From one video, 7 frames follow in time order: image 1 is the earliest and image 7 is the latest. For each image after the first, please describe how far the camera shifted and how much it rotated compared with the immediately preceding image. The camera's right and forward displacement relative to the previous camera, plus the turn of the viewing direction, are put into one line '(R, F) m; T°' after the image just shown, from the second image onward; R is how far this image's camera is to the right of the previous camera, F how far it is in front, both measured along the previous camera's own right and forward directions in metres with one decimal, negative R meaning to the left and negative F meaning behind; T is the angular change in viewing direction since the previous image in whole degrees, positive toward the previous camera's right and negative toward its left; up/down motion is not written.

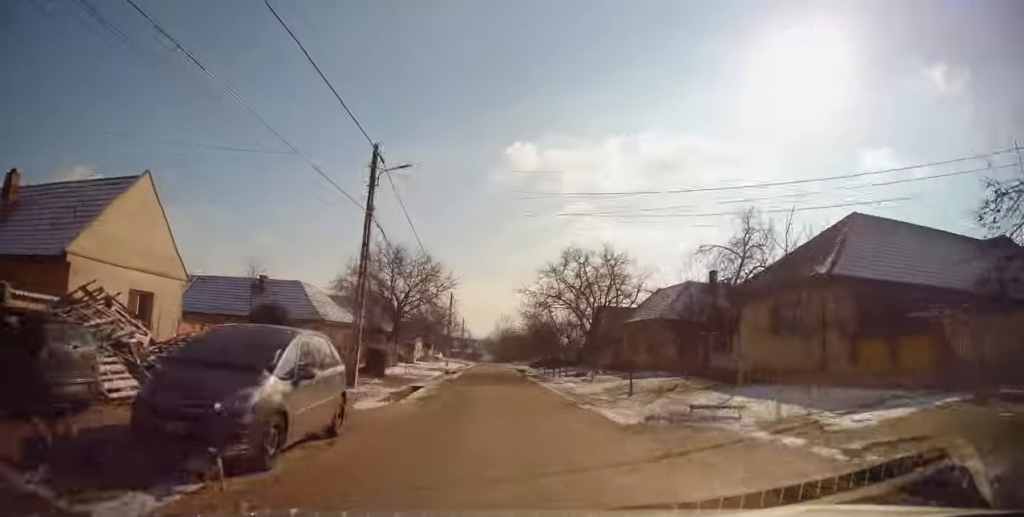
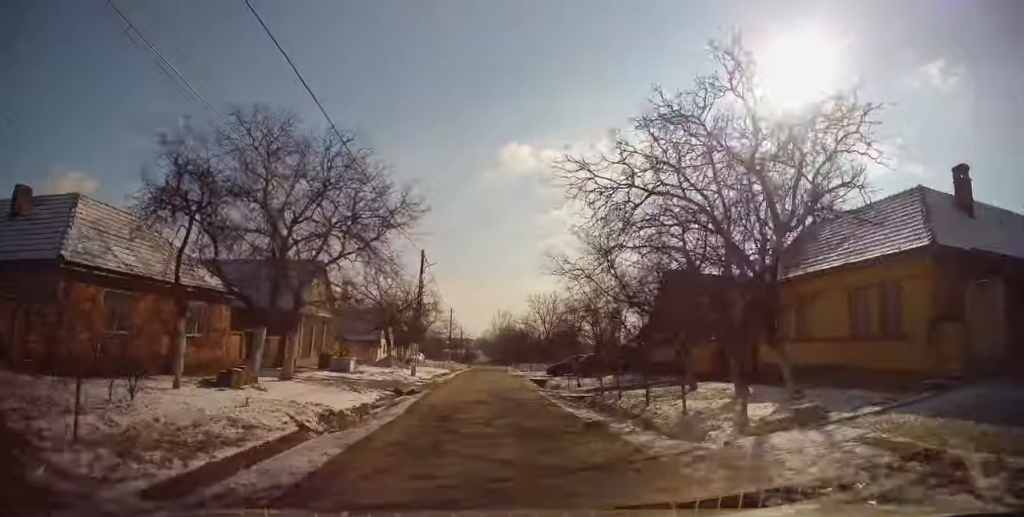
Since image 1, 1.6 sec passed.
(+0.1, +24.1) m; +1°
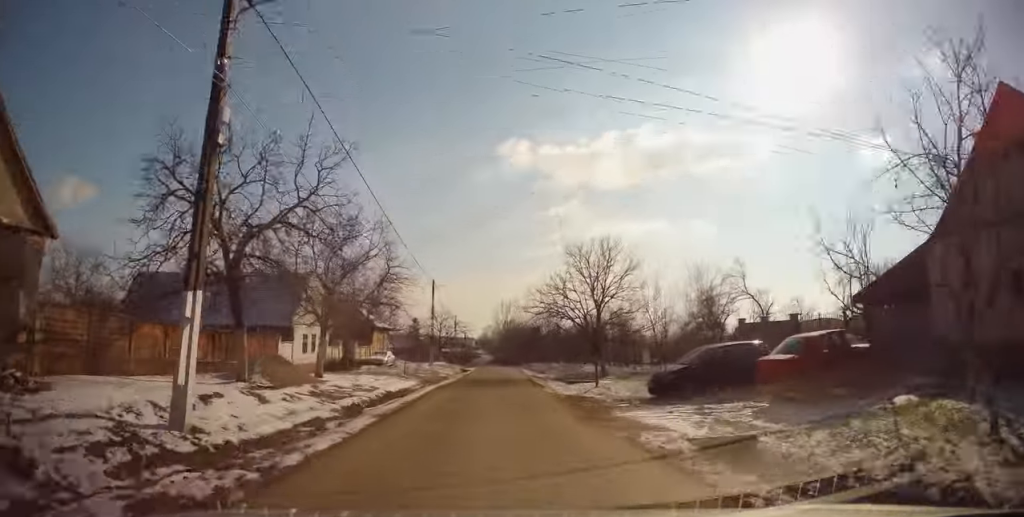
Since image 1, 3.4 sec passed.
(0.0, +26.9) m; 0°
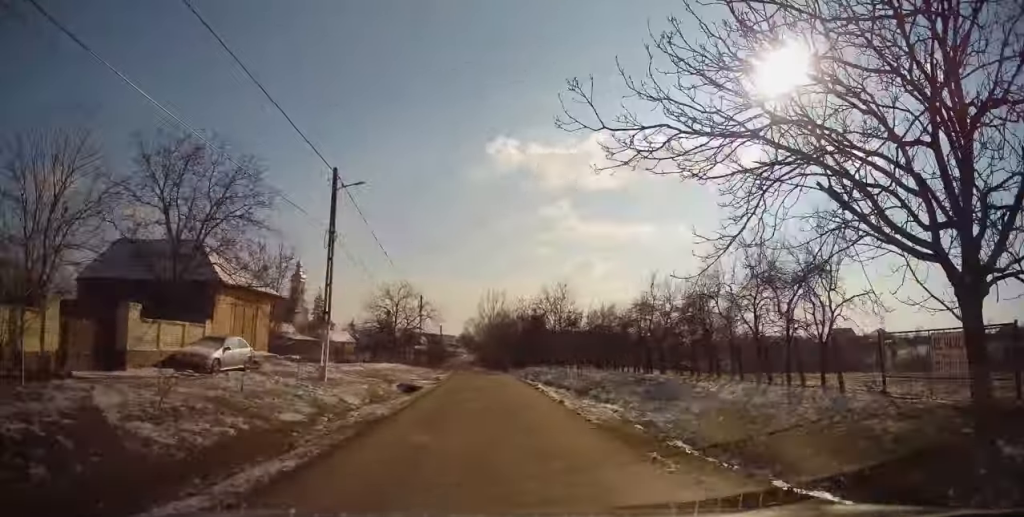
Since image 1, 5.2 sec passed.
(+0.1, +28.7) m; +1°
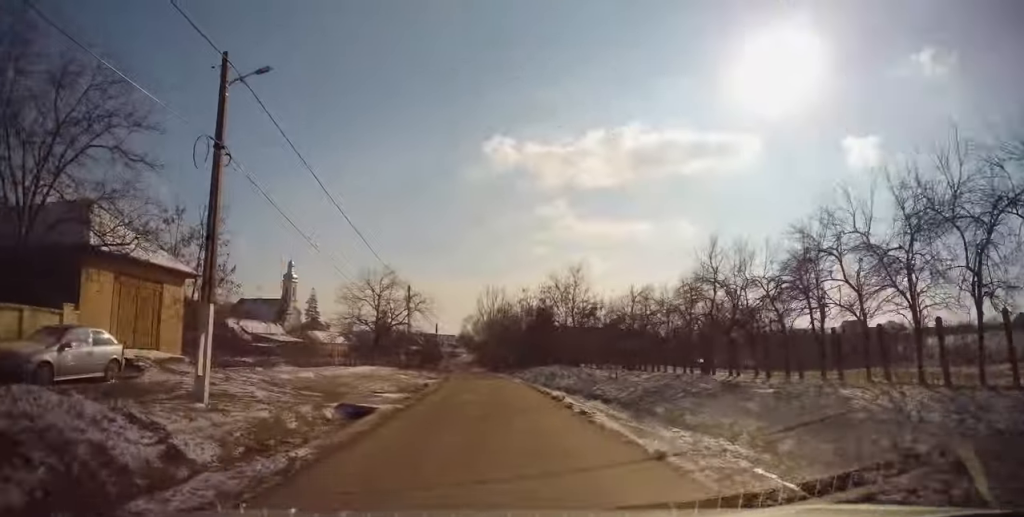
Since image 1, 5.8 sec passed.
(+0.3, +9.0) m; 0°
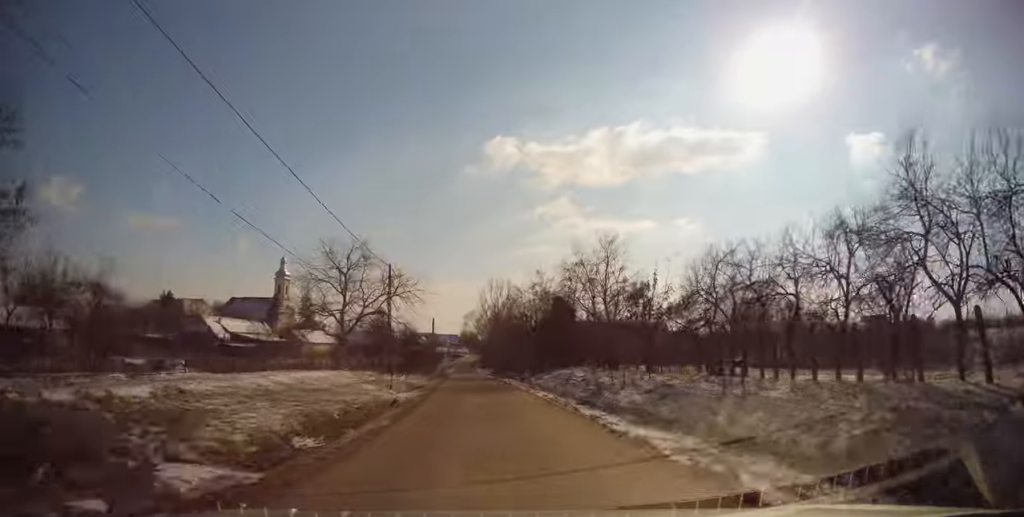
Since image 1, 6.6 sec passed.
(-0.3, +12.0) m; -1°
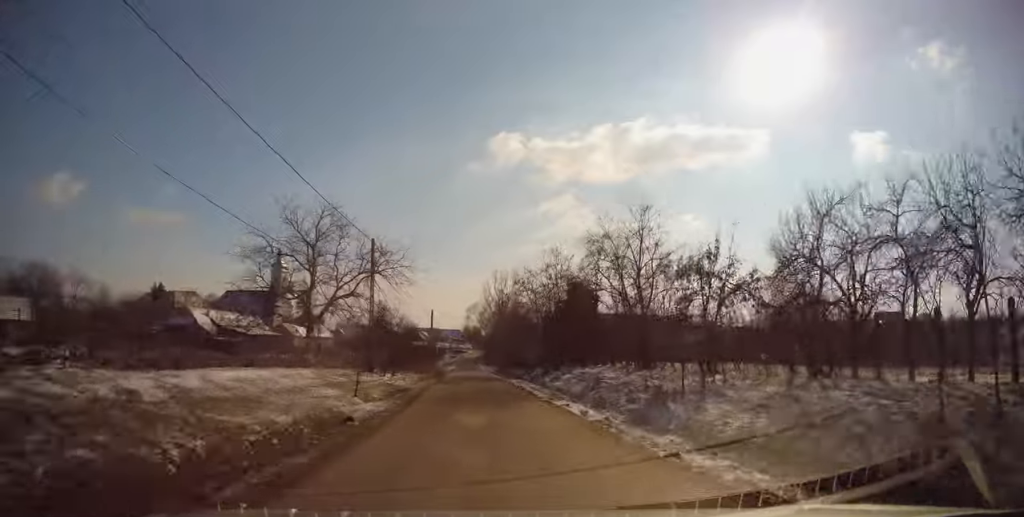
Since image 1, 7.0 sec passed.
(-0.1, +7.2) m; 0°
